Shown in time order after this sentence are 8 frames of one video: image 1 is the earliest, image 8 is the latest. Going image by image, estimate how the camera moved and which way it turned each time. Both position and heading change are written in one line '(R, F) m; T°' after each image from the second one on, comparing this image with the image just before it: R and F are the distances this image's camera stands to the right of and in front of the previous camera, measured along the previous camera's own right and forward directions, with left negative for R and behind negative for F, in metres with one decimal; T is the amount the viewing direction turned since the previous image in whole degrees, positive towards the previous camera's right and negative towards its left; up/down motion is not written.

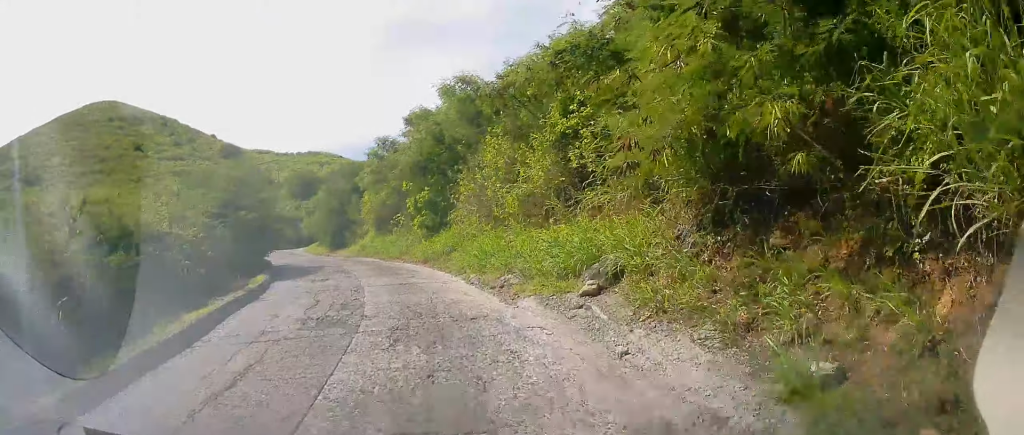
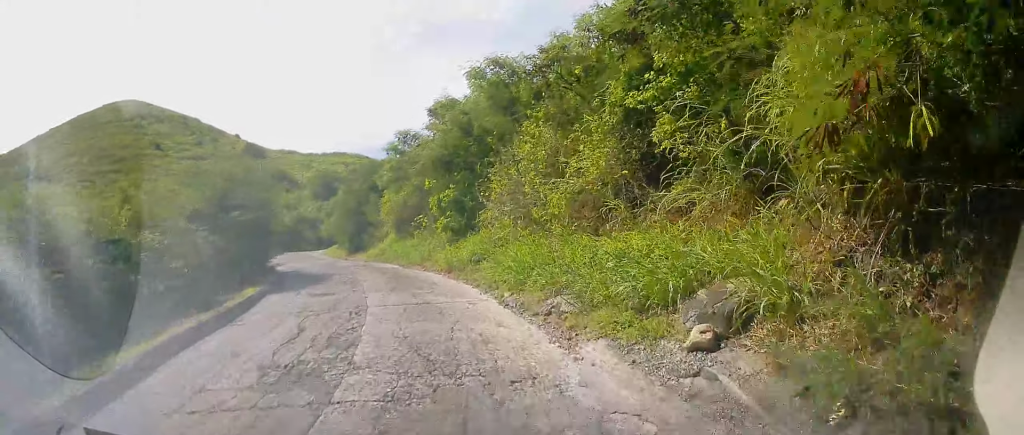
(-0.1, +2.9) m; -5°
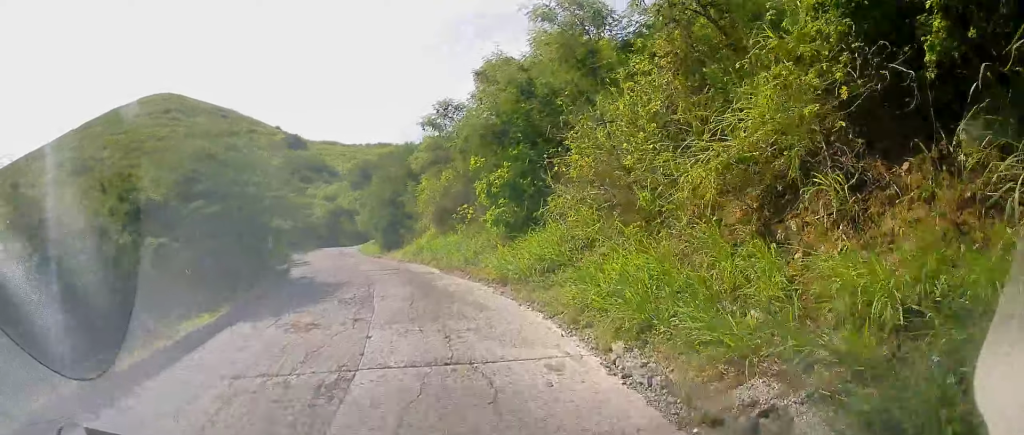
(-0.3, +4.8) m; -4°
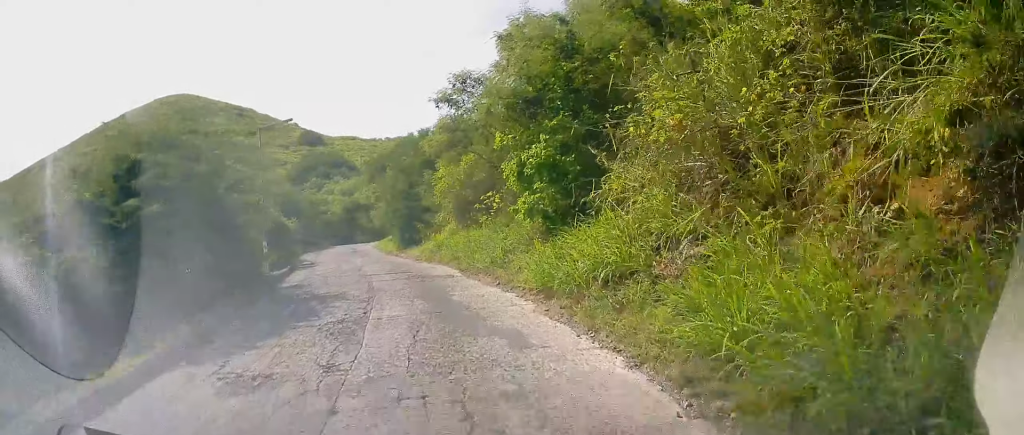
(0.0, +3.1) m; 0°
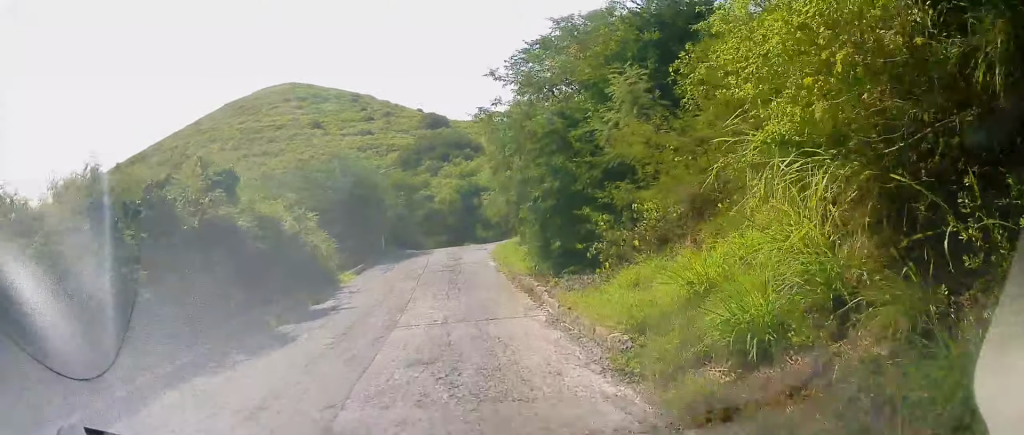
(-1.2, +16.9) m; -12°
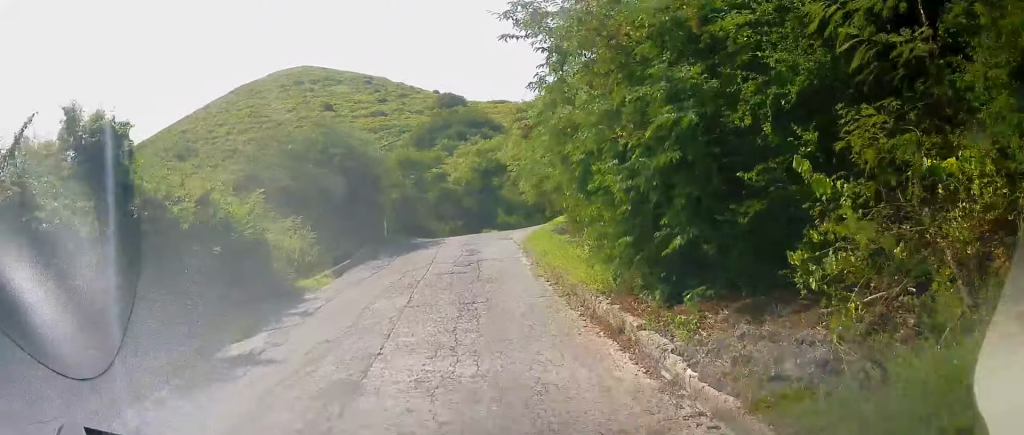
(-0.5, +5.7) m; -5°
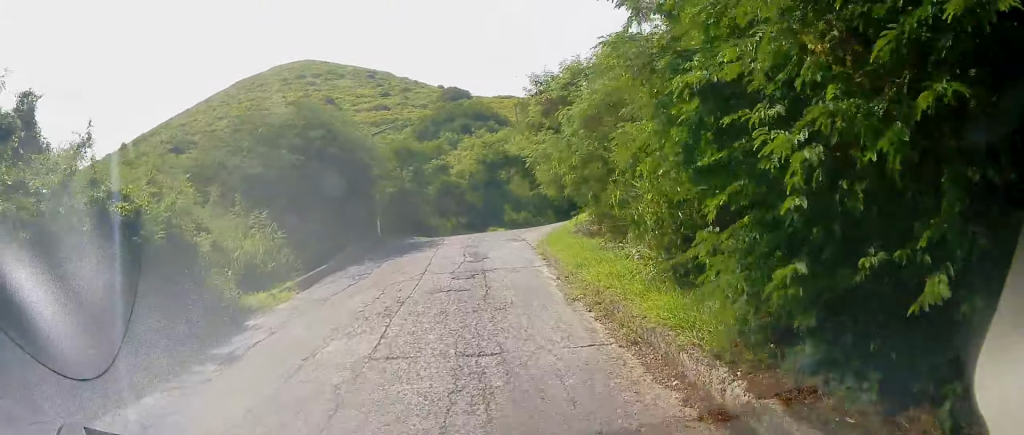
(-0.2, +3.4) m; 0°
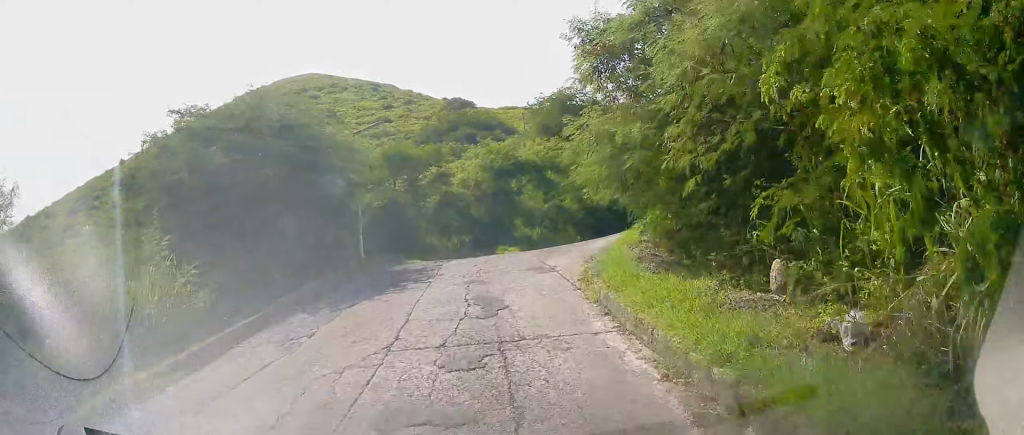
(+0.4, +5.5) m; +6°
